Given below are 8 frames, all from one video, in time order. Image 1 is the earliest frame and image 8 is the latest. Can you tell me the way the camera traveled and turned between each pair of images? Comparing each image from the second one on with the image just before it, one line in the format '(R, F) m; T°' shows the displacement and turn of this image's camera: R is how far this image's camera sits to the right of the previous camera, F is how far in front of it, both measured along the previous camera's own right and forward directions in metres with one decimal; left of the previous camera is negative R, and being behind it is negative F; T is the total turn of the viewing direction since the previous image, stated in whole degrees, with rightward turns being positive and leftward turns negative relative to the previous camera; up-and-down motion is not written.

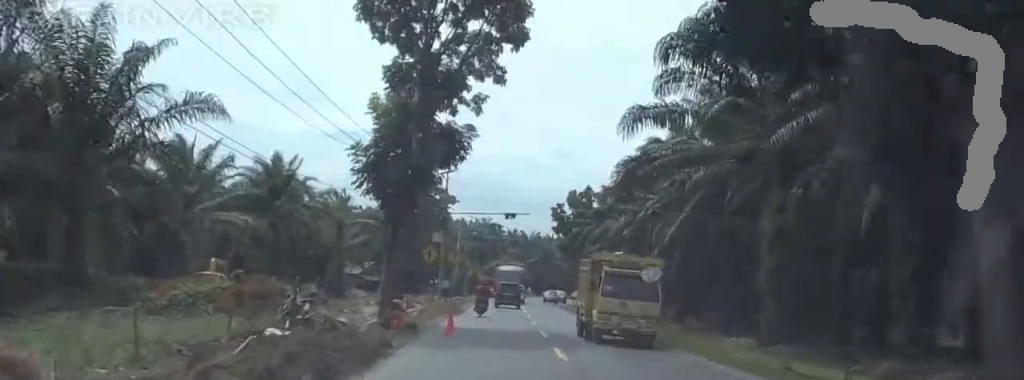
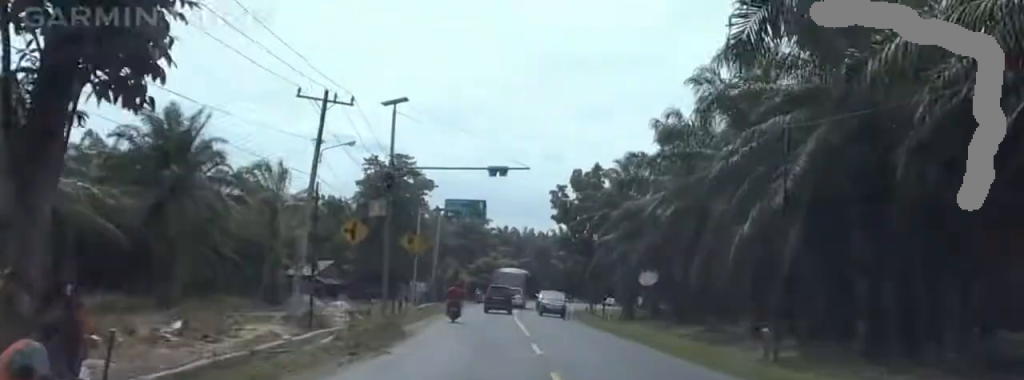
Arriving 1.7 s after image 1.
(-0.5, +23.0) m; -1°
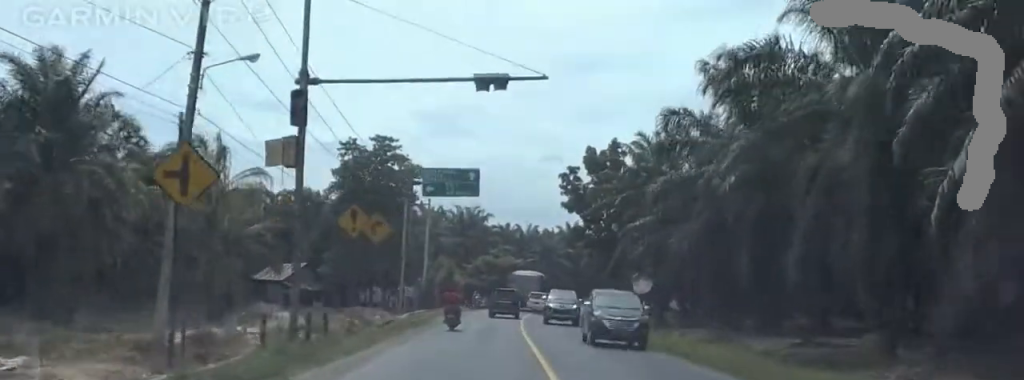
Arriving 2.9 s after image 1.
(+0.1, +15.4) m; +1°
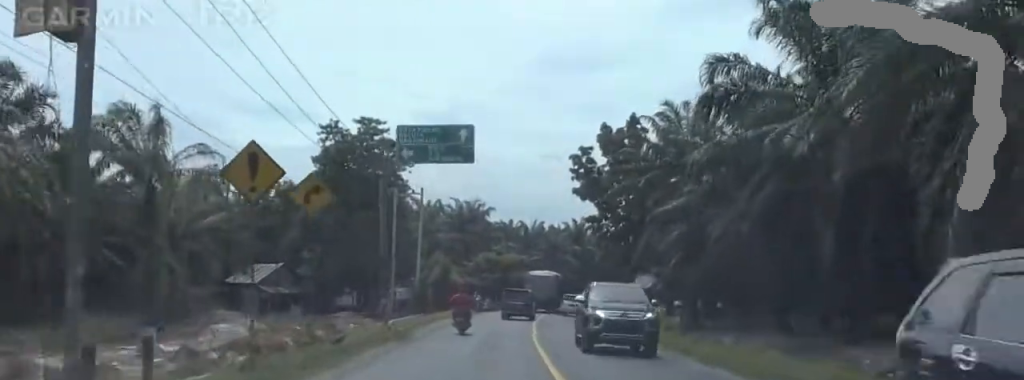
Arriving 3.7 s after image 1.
(+0.1, +10.5) m; +1°
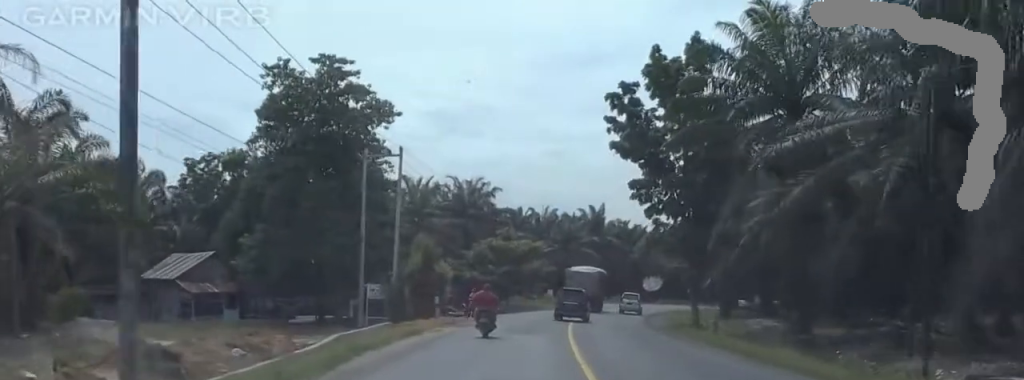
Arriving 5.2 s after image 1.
(+0.3, +20.8) m; 0°
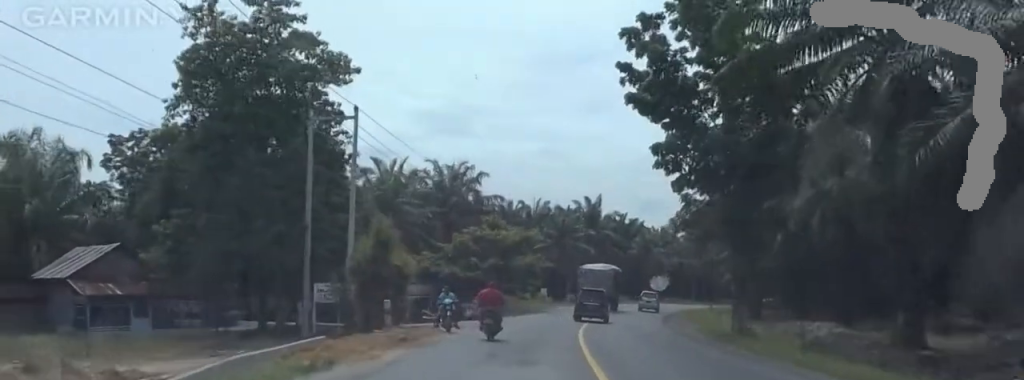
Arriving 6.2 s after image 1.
(-0.2, +12.0) m; -1°
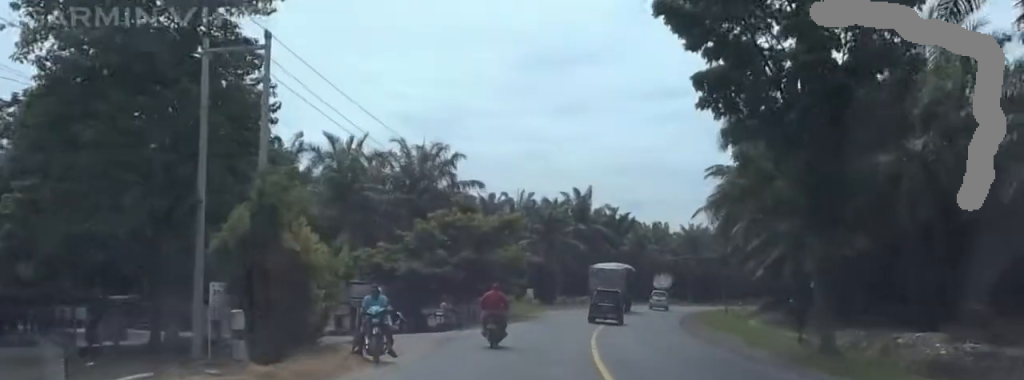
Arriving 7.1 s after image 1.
(-0.1, +12.4) m; -1°
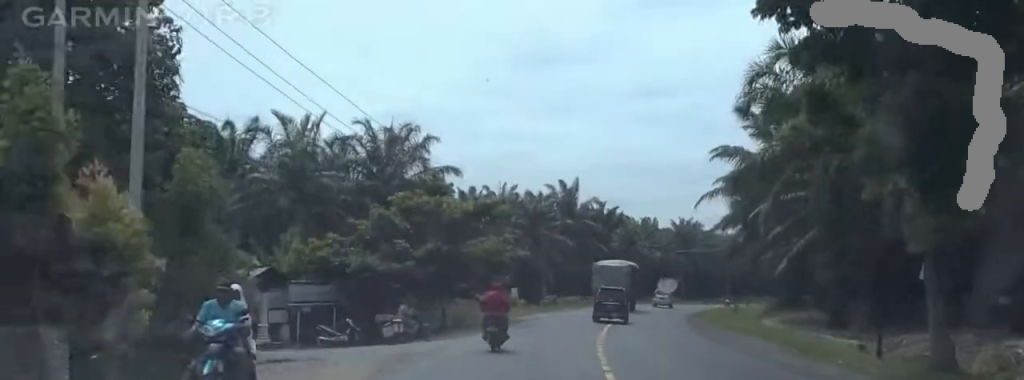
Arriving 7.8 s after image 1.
(0.0, +8.3) m; 0°
